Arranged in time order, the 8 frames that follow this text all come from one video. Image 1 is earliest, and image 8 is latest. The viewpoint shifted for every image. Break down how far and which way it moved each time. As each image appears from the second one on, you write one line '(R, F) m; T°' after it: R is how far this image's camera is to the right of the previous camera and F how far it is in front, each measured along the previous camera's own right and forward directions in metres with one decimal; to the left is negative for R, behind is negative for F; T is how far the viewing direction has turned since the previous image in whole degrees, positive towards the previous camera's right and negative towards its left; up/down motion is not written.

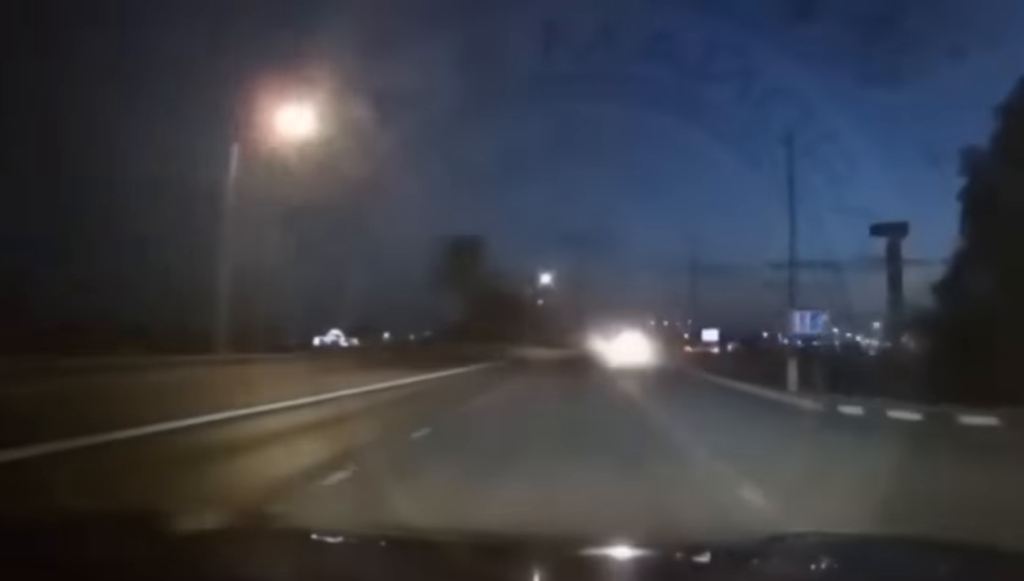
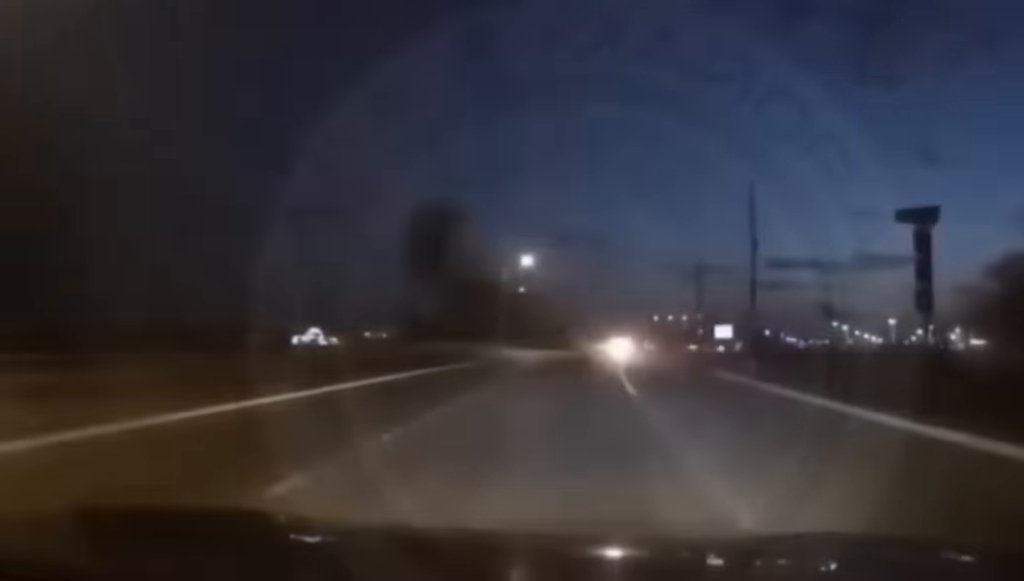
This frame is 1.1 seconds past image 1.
(0.0, +24.4) m; 0°
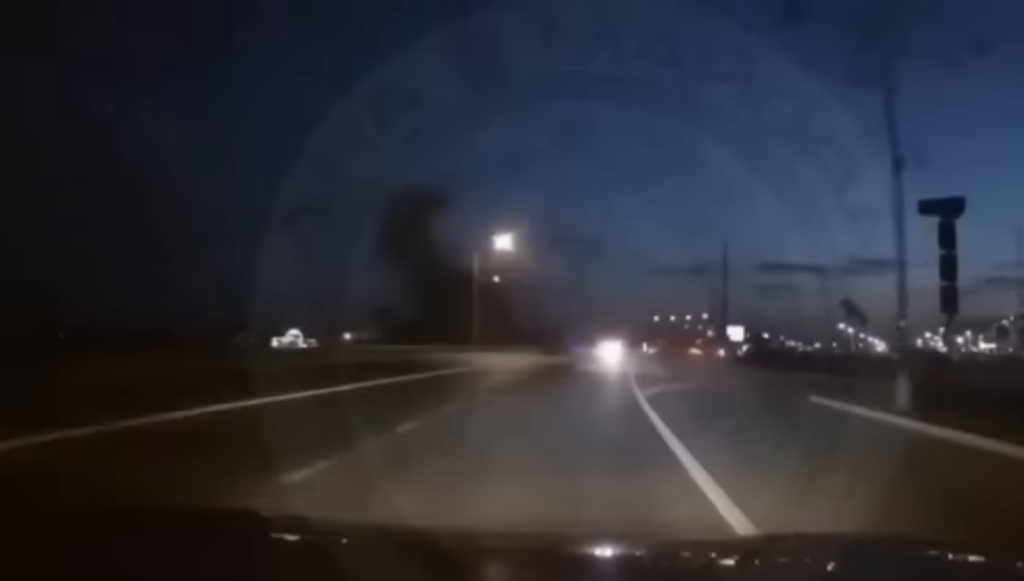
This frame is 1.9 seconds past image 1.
(0.0, +18.6) m; 0°
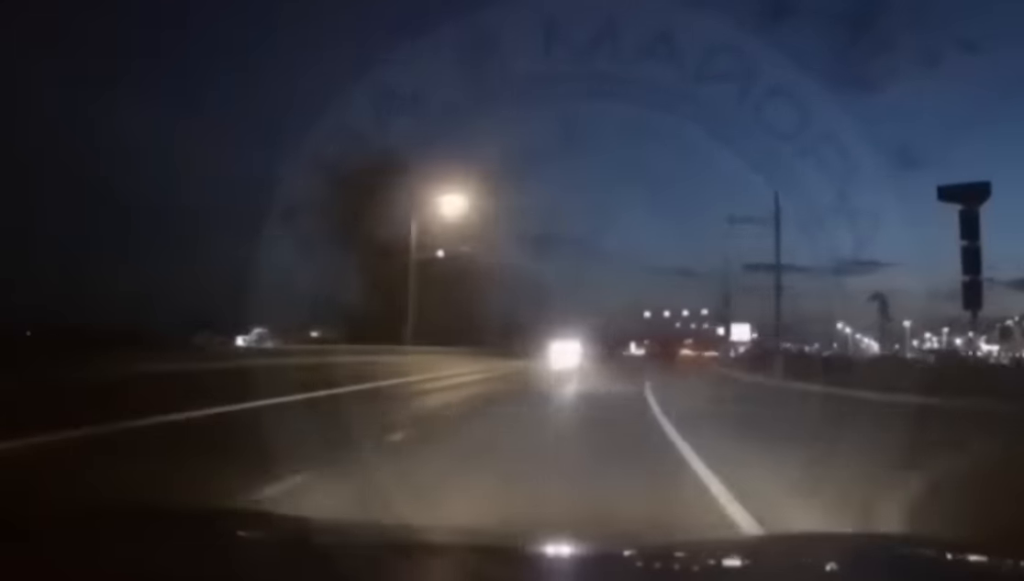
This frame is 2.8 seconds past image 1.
(0.0, +19.9) m; 0°
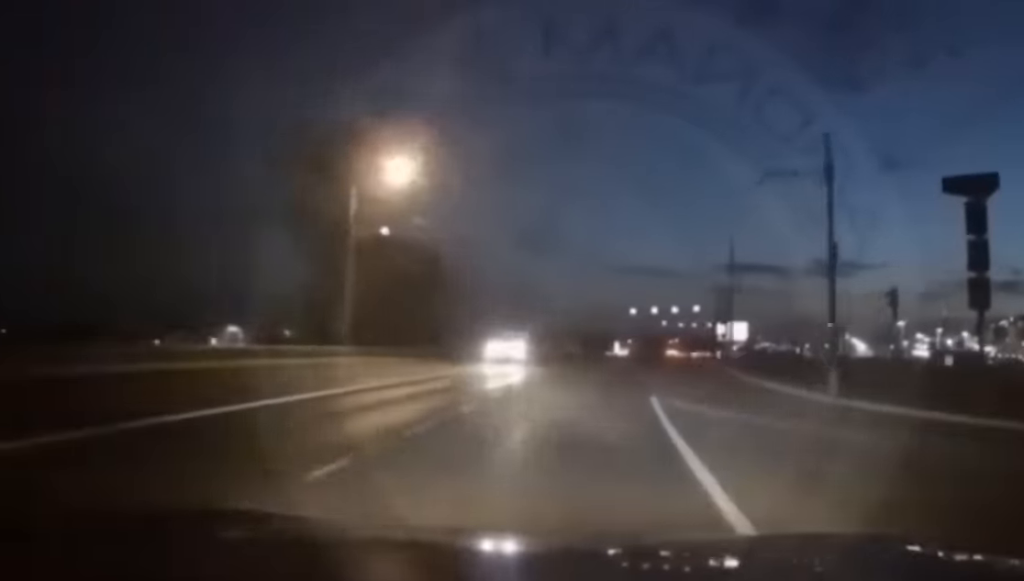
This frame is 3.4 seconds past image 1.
(0.0, +11.1) m; 0°
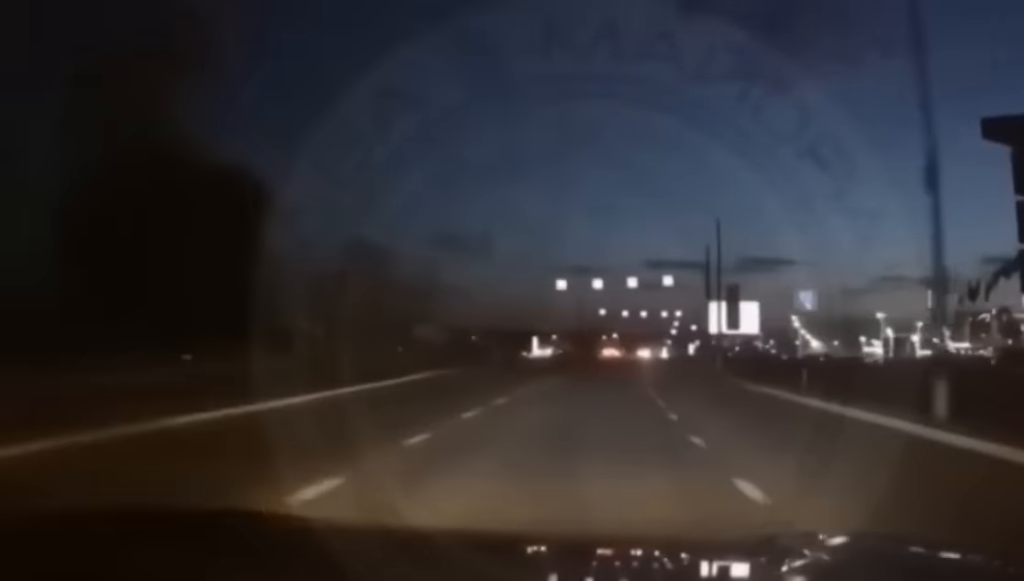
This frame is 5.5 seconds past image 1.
(0.0, +42.3) m; 0°
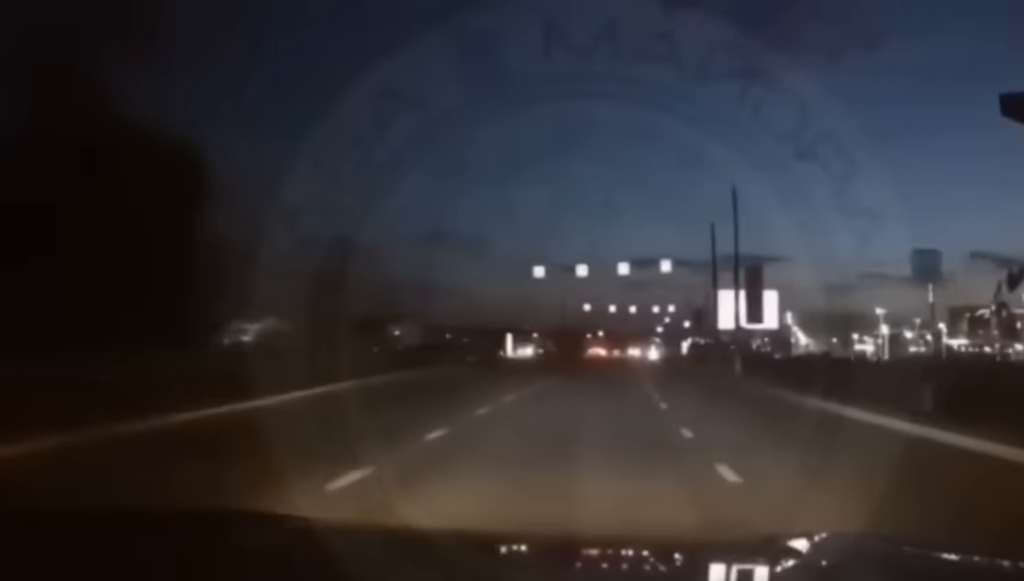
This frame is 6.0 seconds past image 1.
(0.0, +10.4) m; 0°
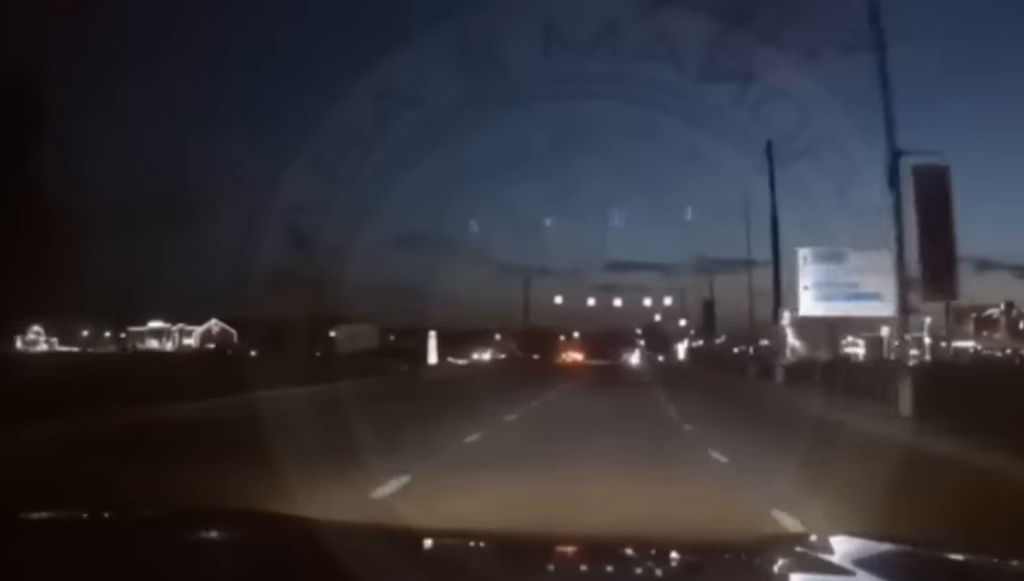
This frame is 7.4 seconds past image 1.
(0.0, +23.3) m; +4°
